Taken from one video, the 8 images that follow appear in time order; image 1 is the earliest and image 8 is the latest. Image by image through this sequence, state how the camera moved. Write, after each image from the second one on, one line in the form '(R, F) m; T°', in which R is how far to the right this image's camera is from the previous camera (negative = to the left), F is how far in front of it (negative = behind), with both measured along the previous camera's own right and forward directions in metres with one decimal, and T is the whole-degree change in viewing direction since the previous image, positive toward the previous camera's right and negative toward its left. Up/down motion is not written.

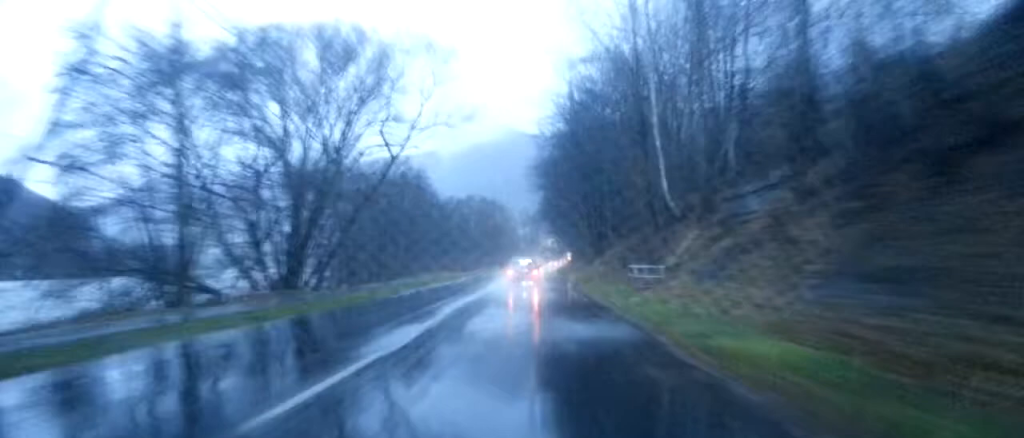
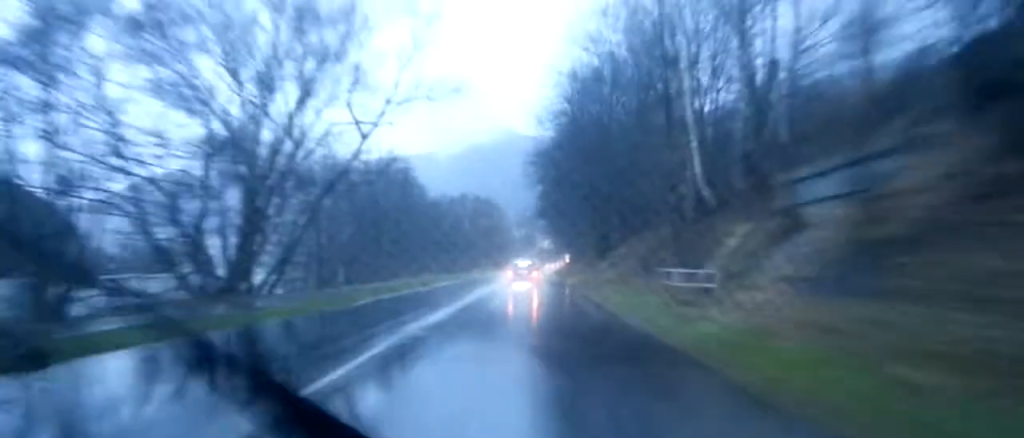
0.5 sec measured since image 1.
(+0.2, +8.9) m; 0°
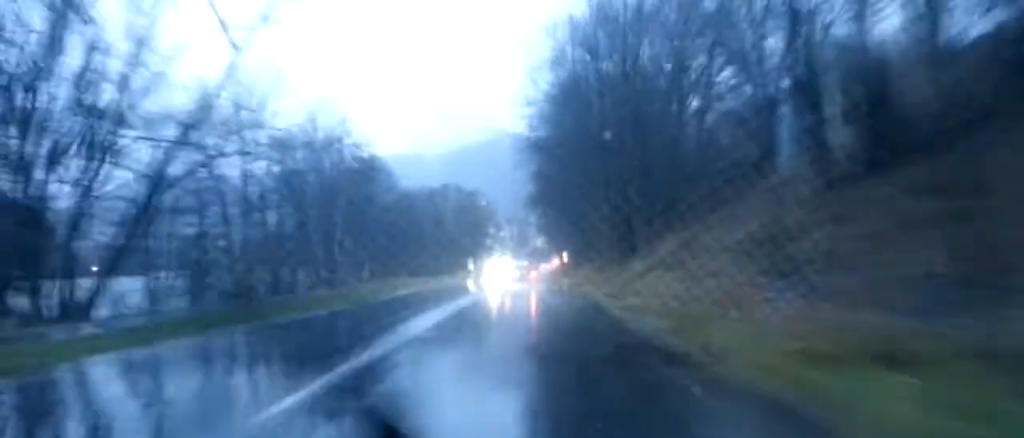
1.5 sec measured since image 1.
(+0.1, +19.0) m; 0°
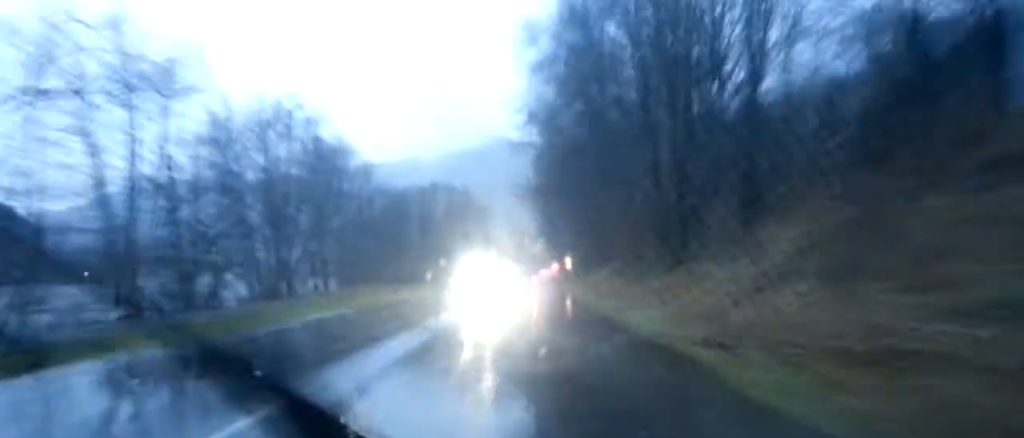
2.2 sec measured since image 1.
(-0.1, +14.0) m; 0°
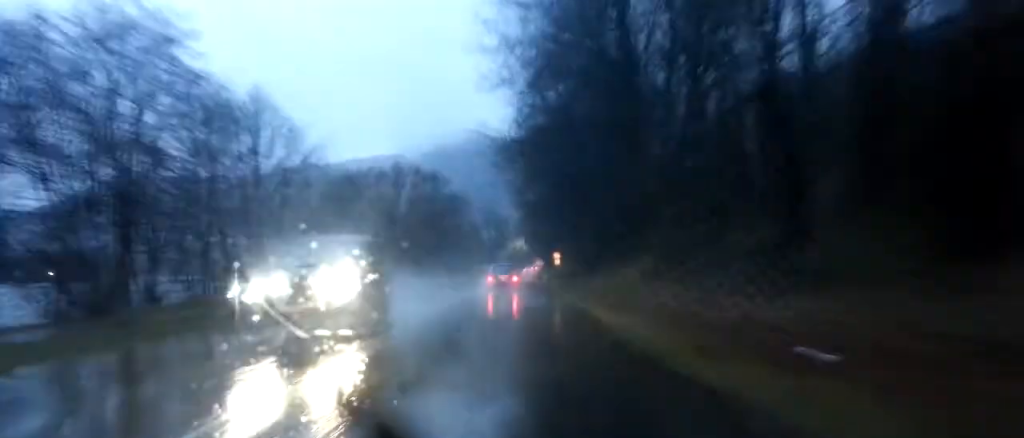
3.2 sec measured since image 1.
(0.0, +19.1) m; 0°
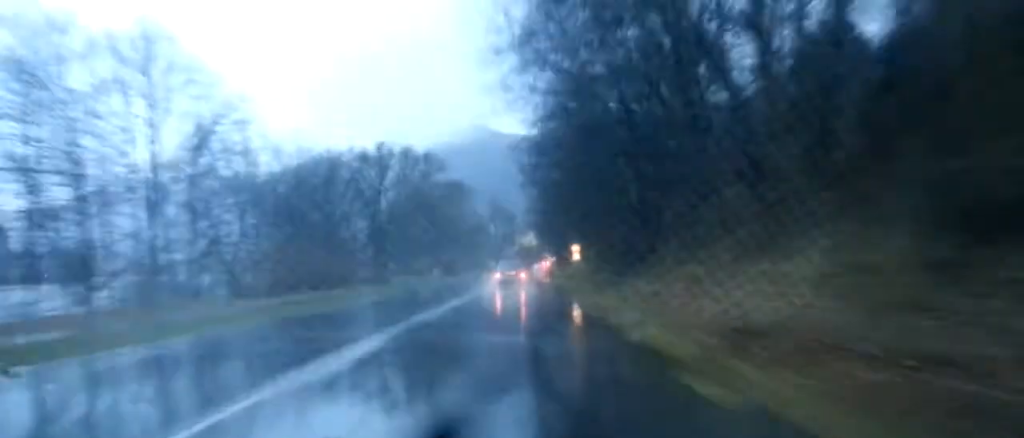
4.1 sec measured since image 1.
(+0.1, +17.7) m; 0°
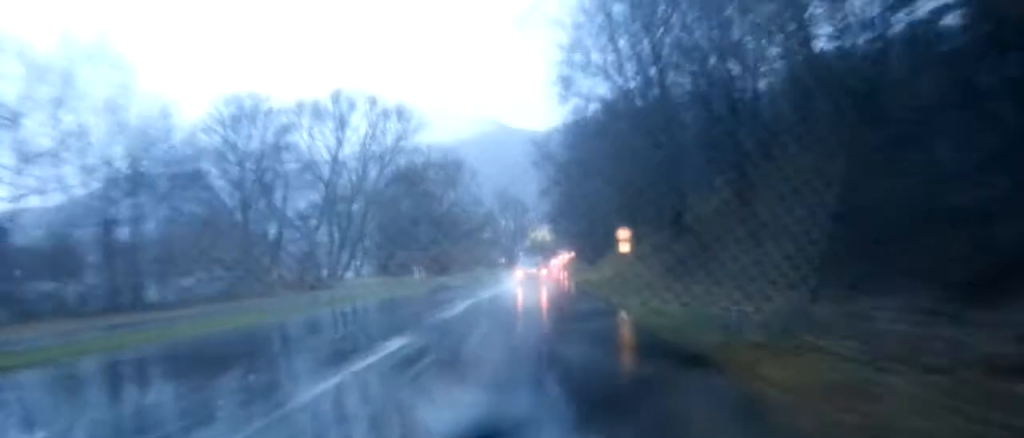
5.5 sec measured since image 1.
(0.0, +26.1) m; 0°
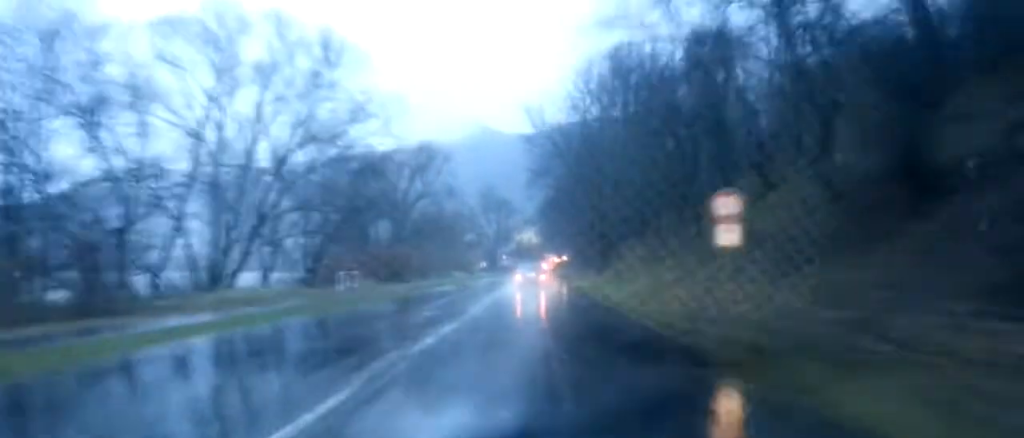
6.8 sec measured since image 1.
(0.0, +23.1) m; +1°
